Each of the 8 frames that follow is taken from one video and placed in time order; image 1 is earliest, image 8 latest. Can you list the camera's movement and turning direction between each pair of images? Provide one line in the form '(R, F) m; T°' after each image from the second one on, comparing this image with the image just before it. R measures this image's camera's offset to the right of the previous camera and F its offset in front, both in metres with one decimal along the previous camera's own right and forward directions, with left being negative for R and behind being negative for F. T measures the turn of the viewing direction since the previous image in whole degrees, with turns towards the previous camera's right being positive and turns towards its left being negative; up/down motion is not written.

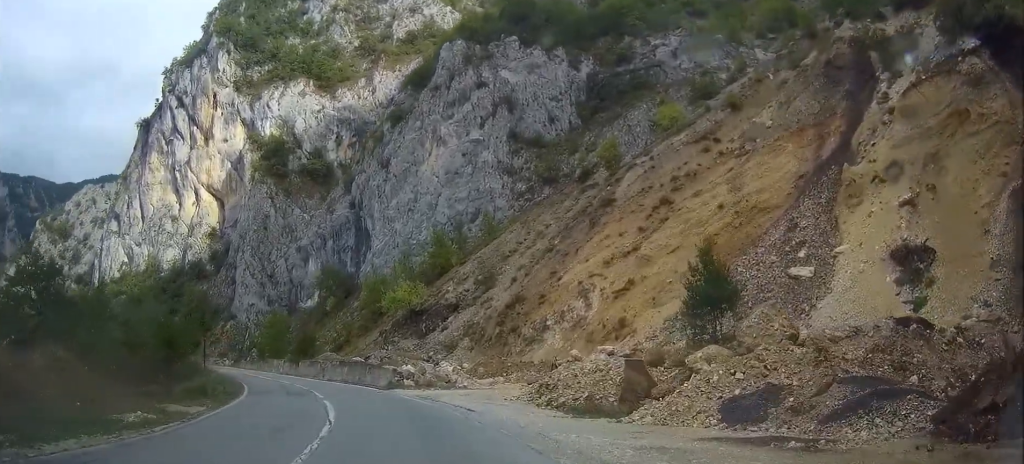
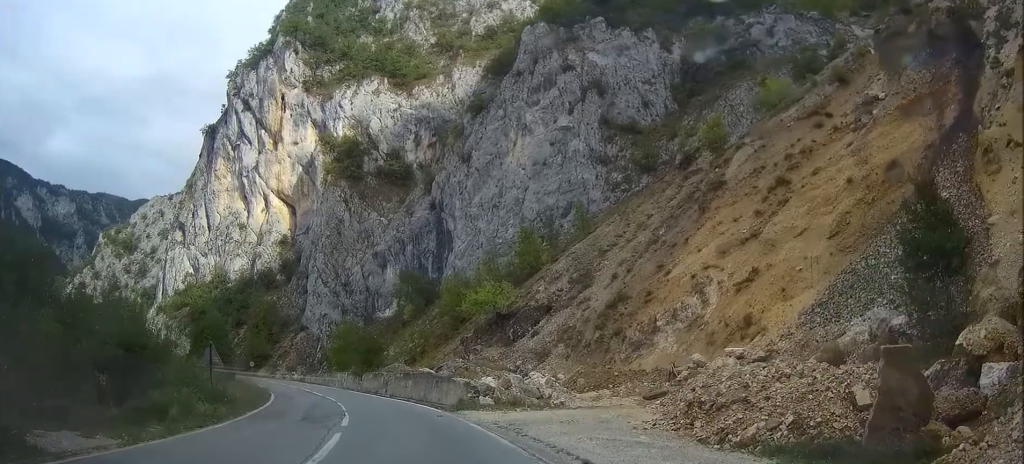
(-0.7, +9.8) m; -8°
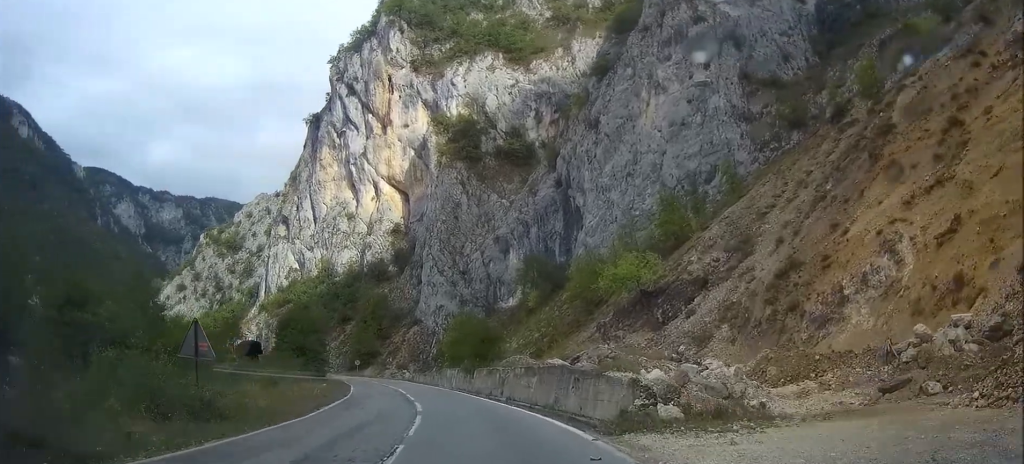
(-0.9, +11.5) m; -7°
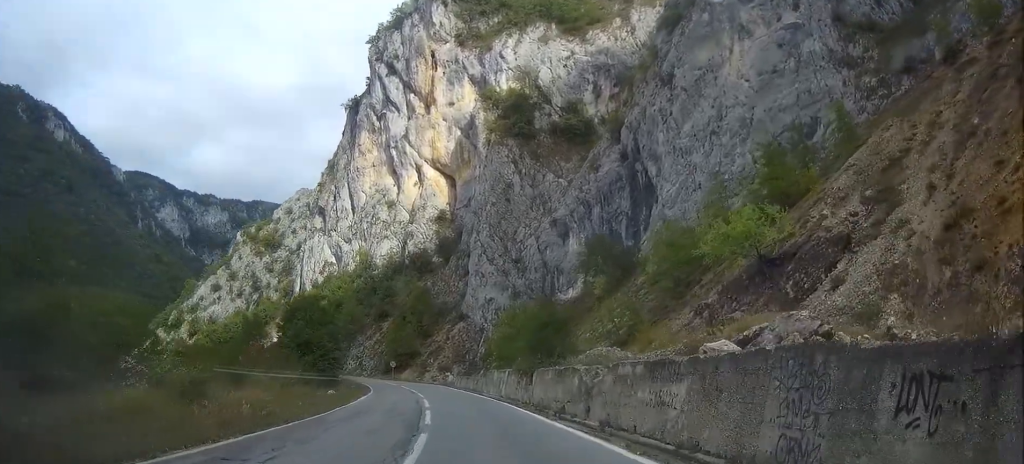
(-0.7, +14.2) m; -4°
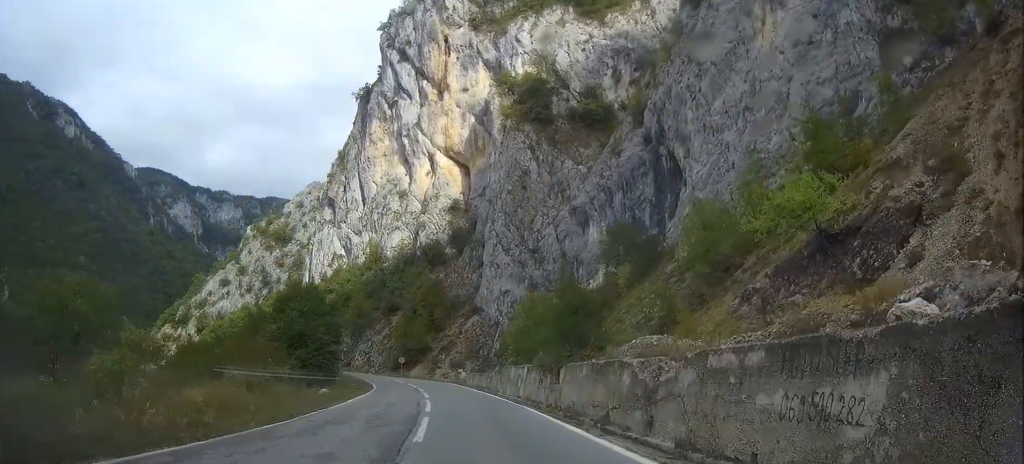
(-0.1, +5.5) m; -1°
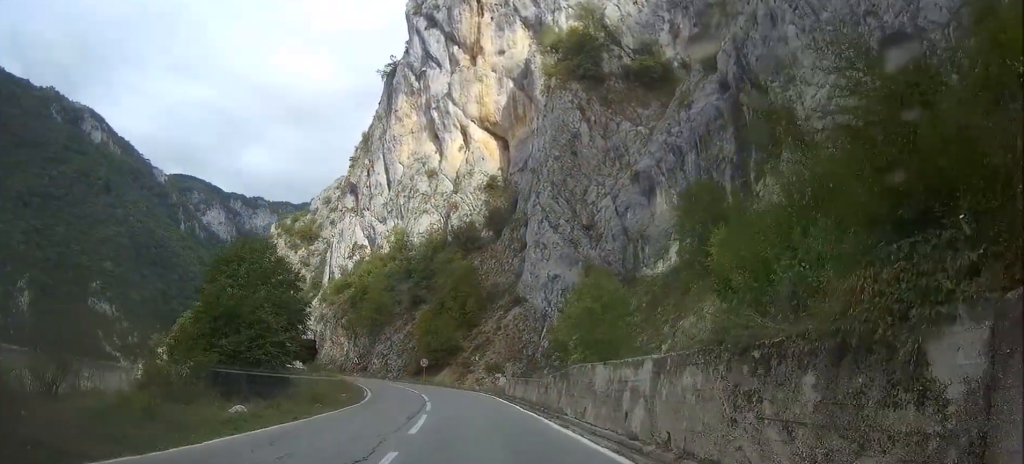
(-0.5, +18.2) m; -4°
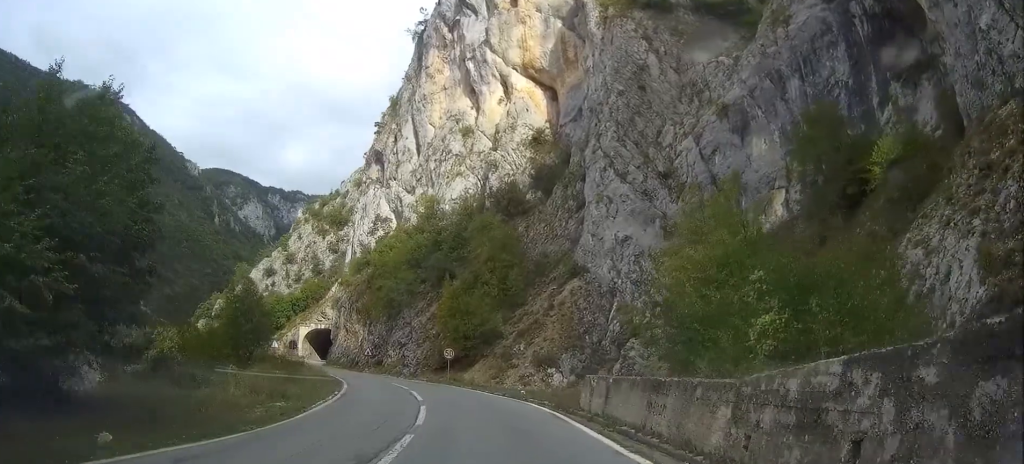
(-0.6, +18.4) m; -4°
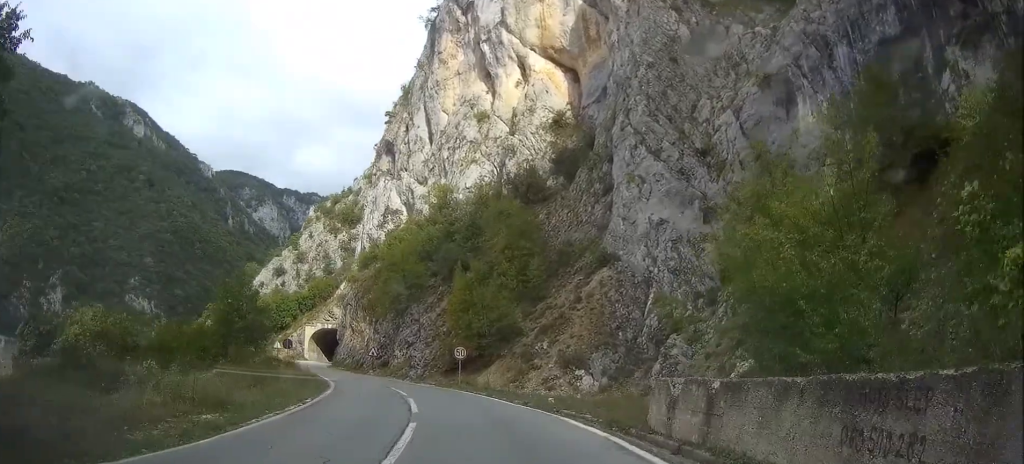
(-0.2, +6.7) m; -1°
